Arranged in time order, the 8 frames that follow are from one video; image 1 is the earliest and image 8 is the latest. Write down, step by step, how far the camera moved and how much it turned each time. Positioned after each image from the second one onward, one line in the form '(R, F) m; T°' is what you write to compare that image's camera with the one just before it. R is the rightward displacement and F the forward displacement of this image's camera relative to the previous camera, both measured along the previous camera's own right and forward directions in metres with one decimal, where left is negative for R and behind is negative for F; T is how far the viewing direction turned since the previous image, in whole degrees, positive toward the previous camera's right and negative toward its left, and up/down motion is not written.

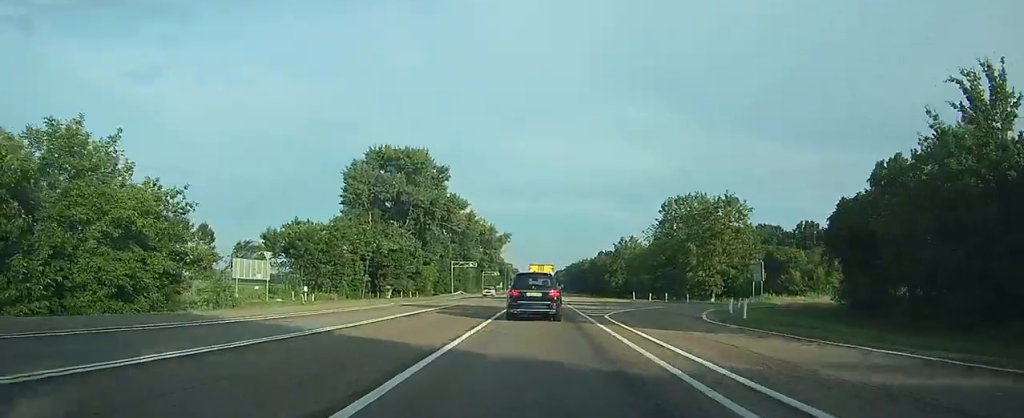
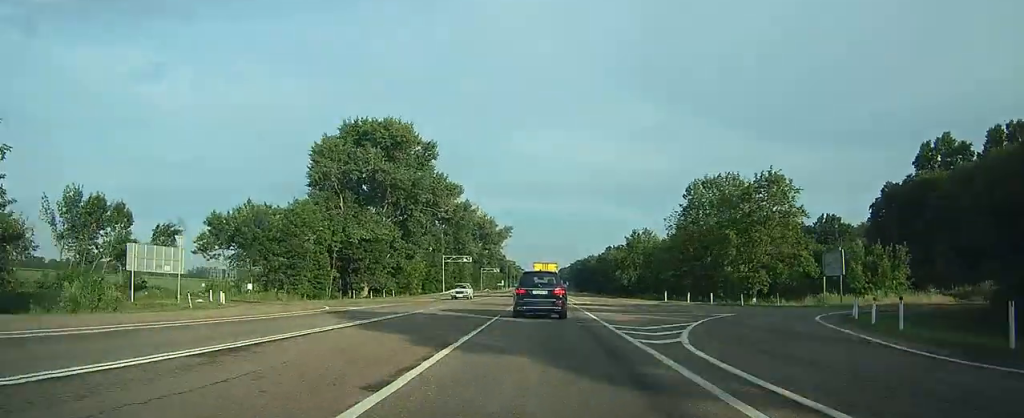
(0.0, +14.1) m; 0°
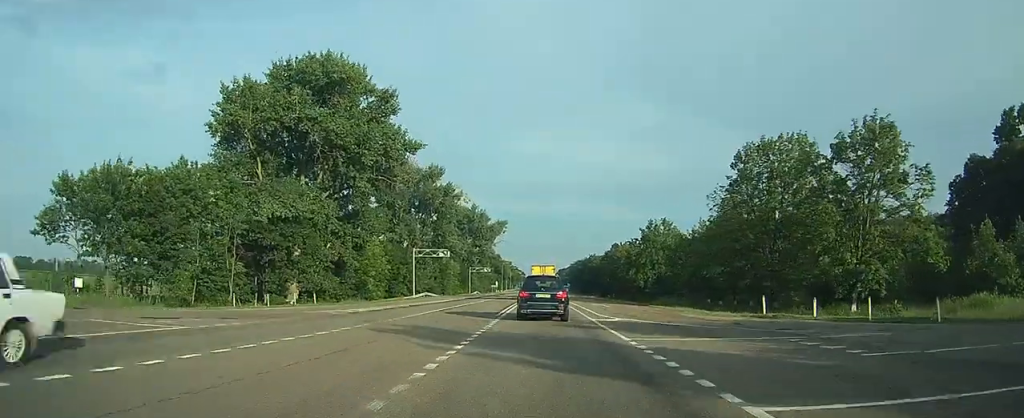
(0.0, +21.6) m; 0°
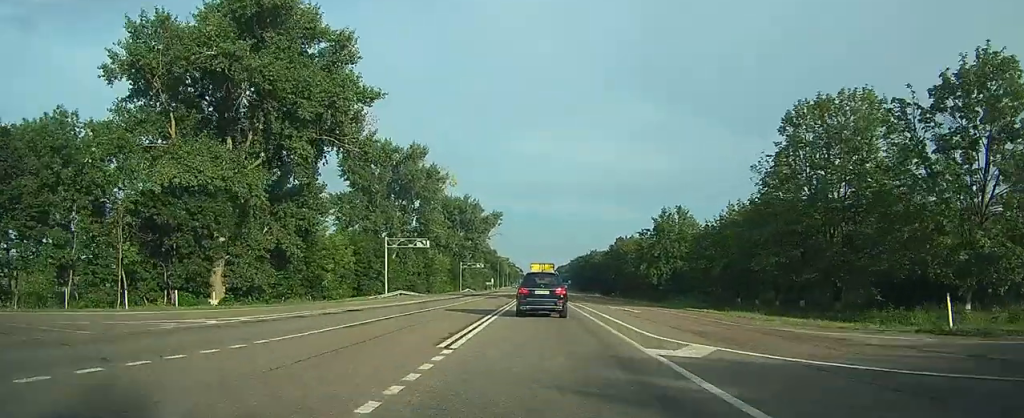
(0.0, +13.1) m; 0°
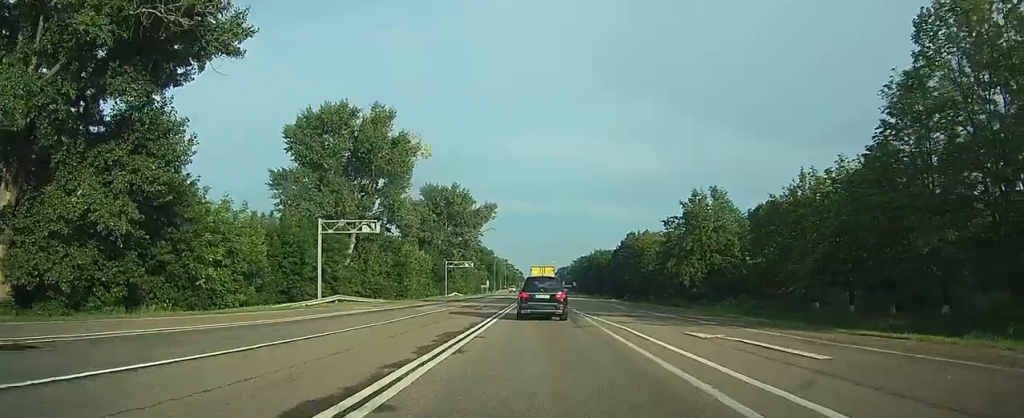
(0.0, +19.4) m; 0°
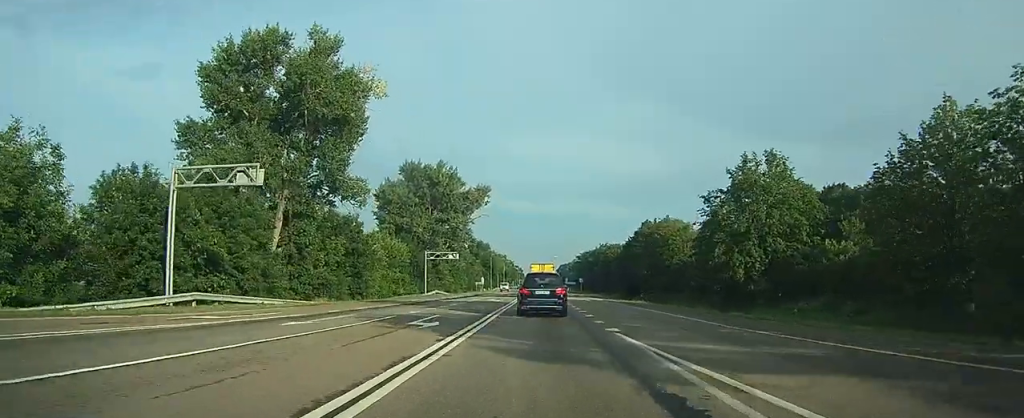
(0.0, +19.0) m; 0°
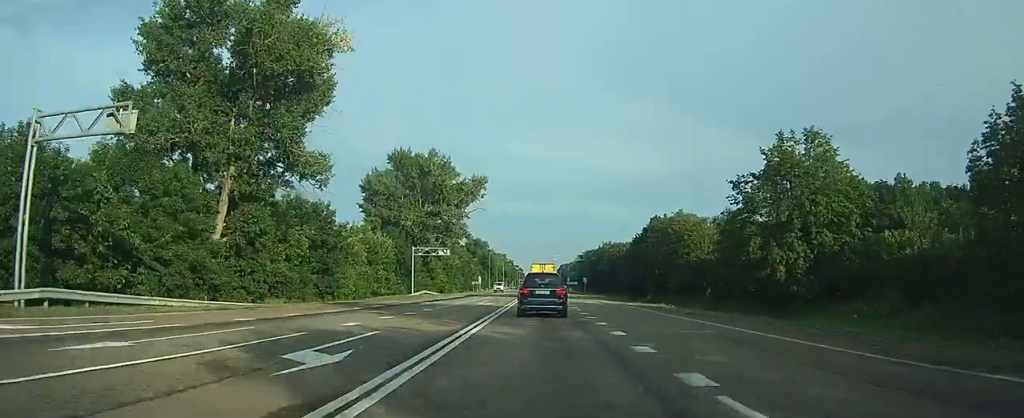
(0.0, +8.9) m; 0°
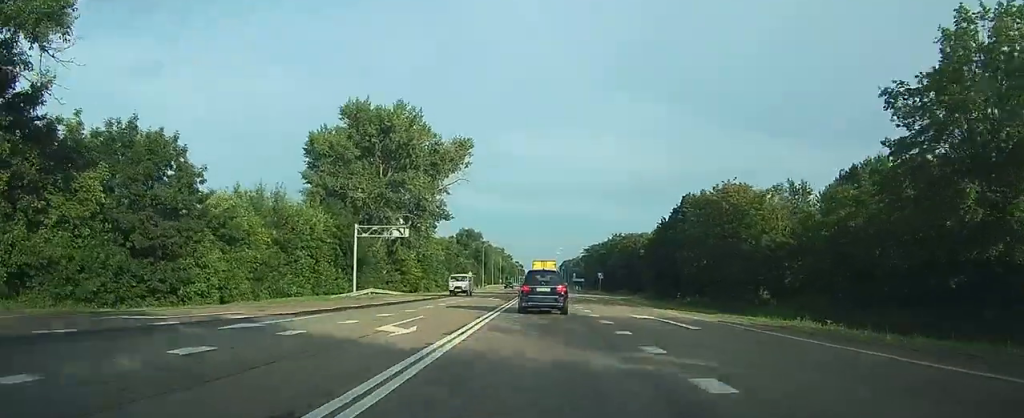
(0.0, +24.4) m; 0°
